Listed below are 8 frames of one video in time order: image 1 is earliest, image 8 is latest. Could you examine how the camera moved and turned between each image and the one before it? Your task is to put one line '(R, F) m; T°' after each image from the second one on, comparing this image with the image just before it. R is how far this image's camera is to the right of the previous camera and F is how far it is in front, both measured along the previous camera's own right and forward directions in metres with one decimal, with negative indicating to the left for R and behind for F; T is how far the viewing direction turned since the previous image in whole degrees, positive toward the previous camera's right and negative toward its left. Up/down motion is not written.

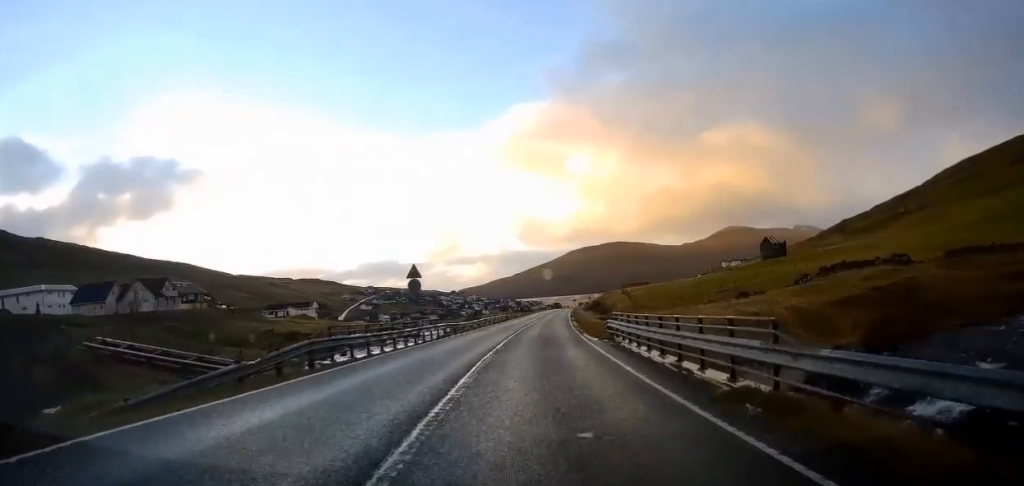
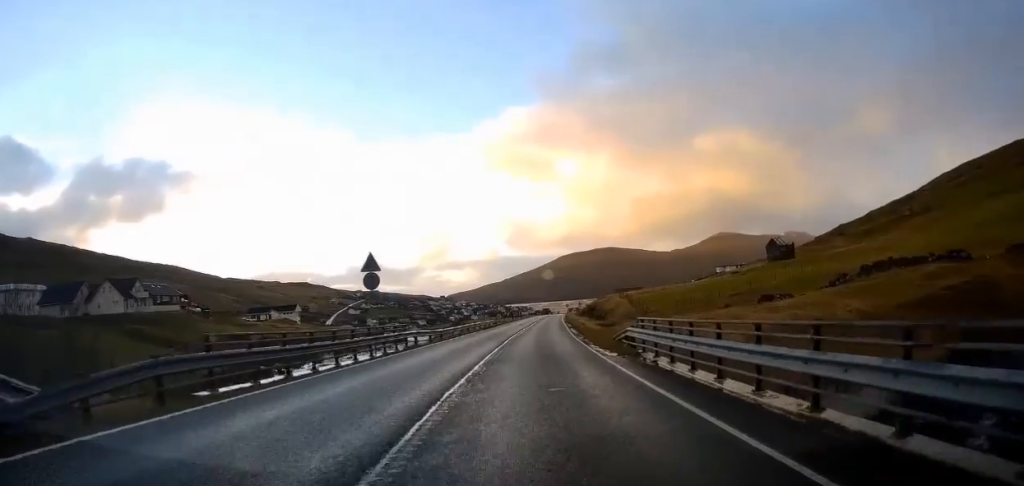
(0.0, +7.4) m; +1°
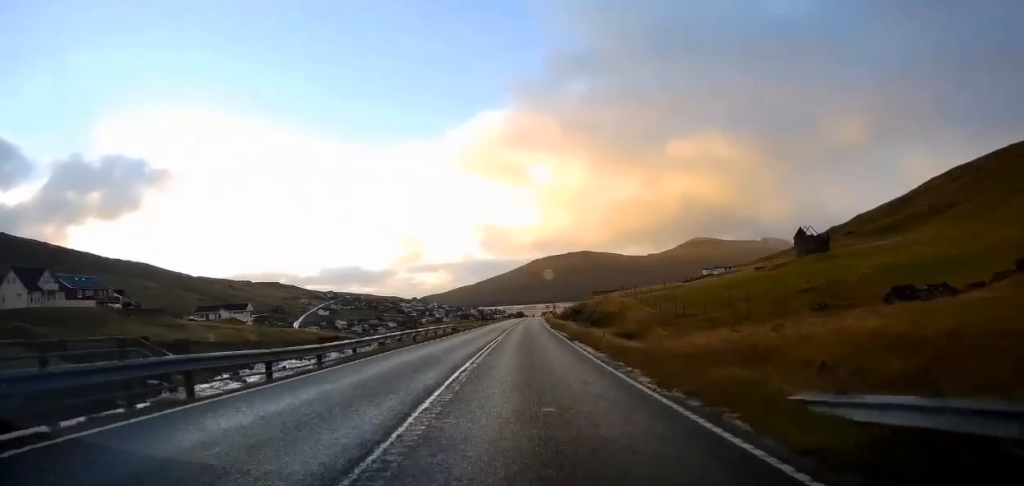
(+0.5, +20.4) m; +2°
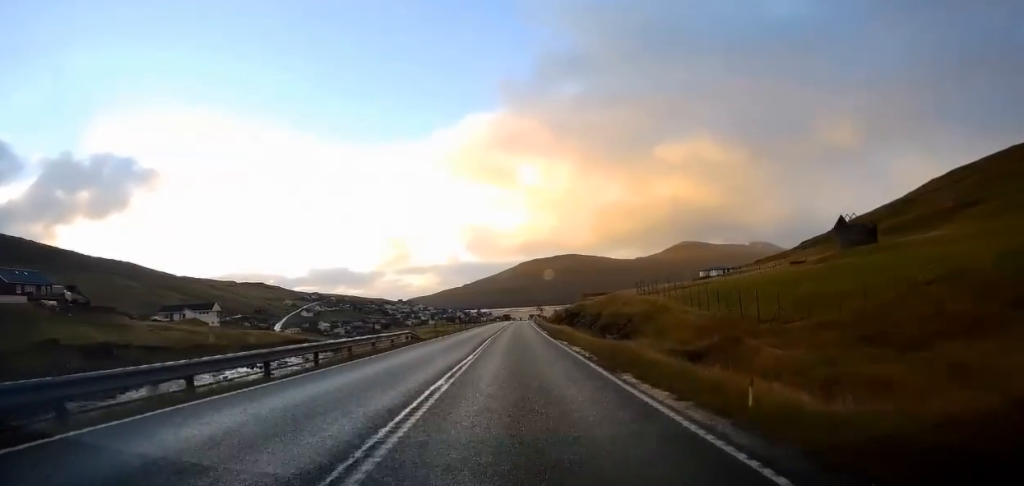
(+0.2, +15.2) m; +2°
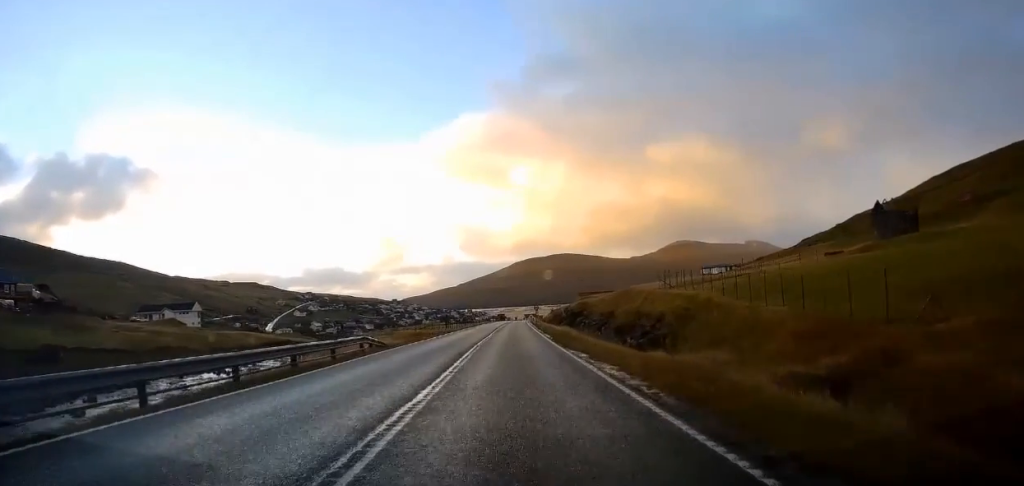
(+0.2, +9.5) m; +1°
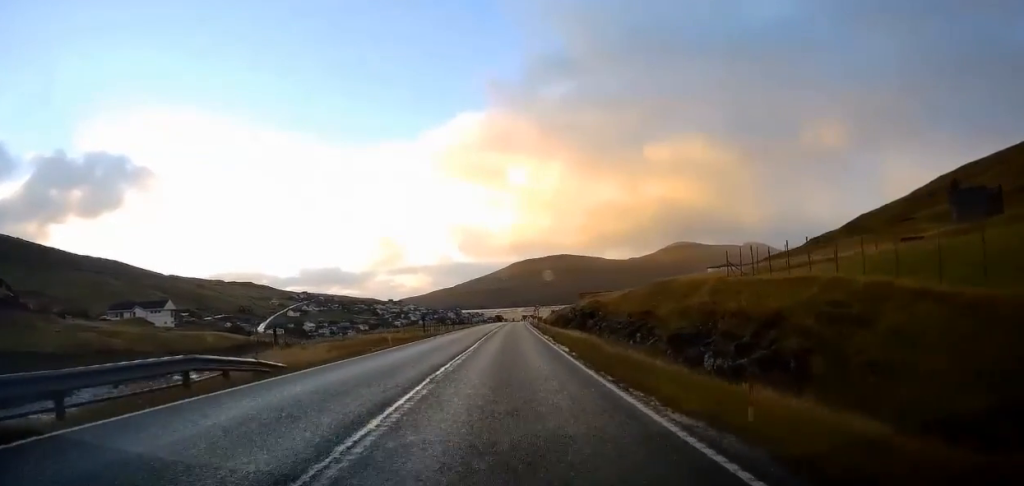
(0.0, +14.4) m; +1°
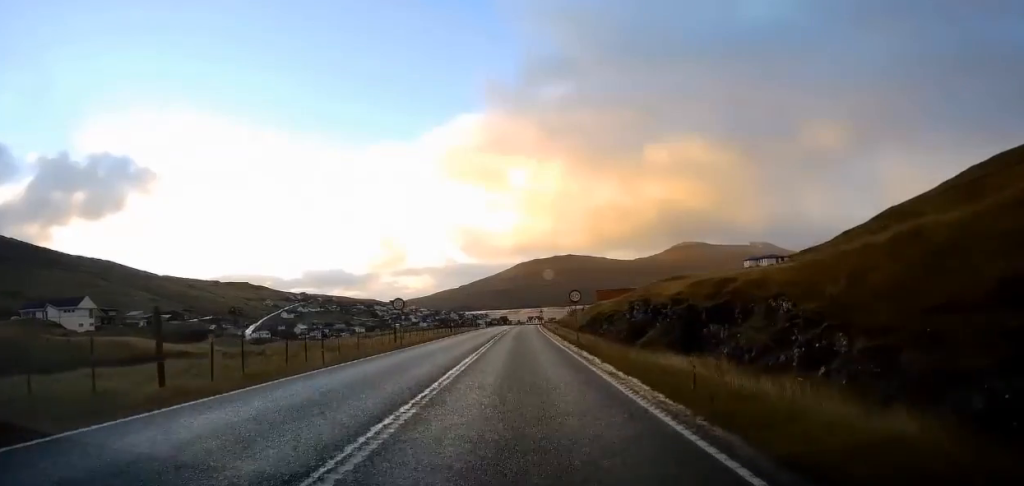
(+0.2, +40.1) m; -1°
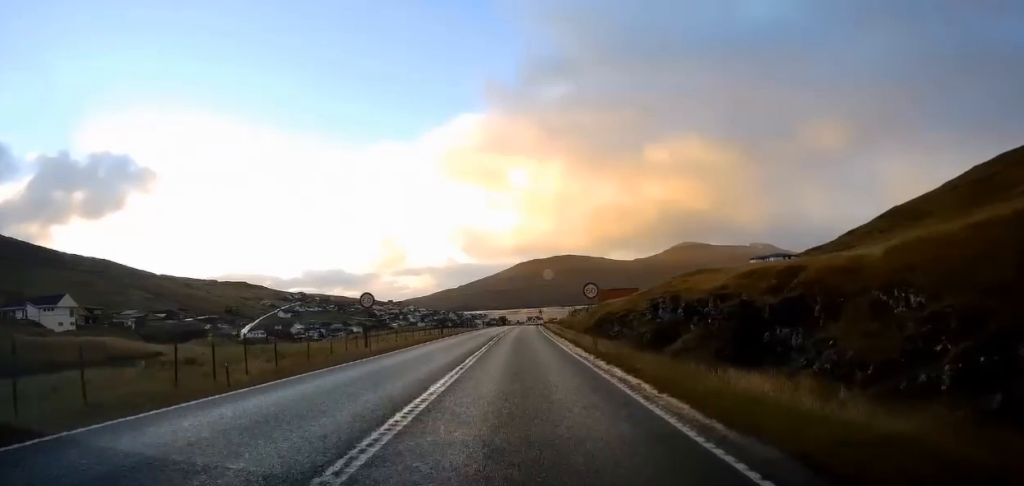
(-0.1, +6.9) m; 0°
